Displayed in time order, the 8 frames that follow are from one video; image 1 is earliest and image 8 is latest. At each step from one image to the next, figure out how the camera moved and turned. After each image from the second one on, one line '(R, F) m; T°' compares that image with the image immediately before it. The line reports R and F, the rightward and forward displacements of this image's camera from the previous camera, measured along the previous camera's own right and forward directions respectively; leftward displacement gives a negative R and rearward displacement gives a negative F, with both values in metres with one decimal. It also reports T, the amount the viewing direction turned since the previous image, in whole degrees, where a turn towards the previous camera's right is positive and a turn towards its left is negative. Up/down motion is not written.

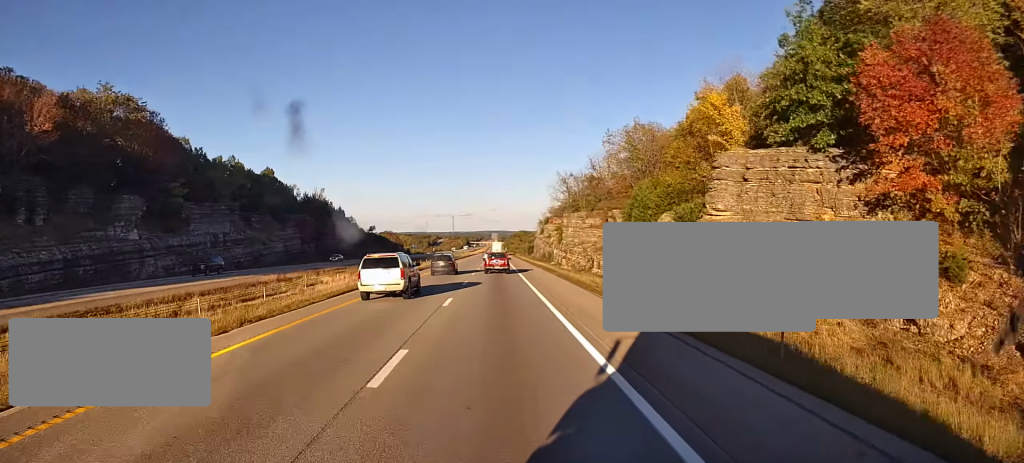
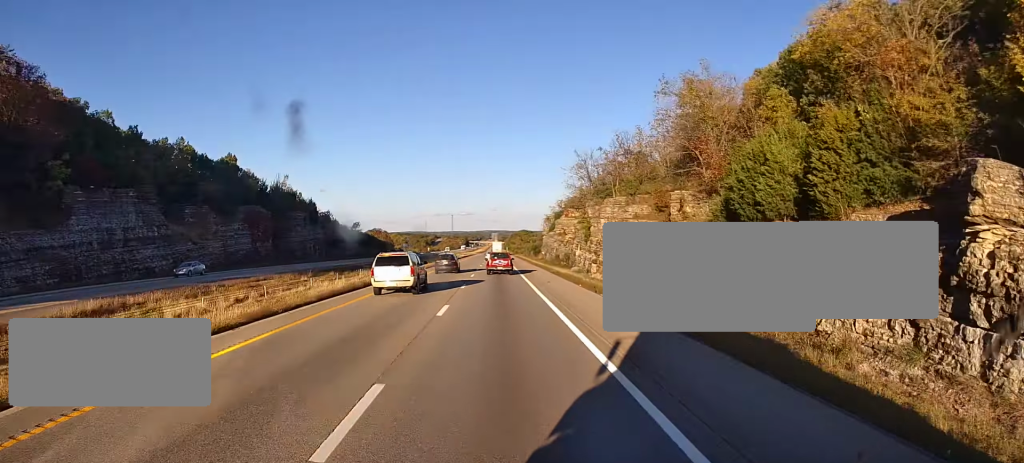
(-0.4, +27.6) m; -1°
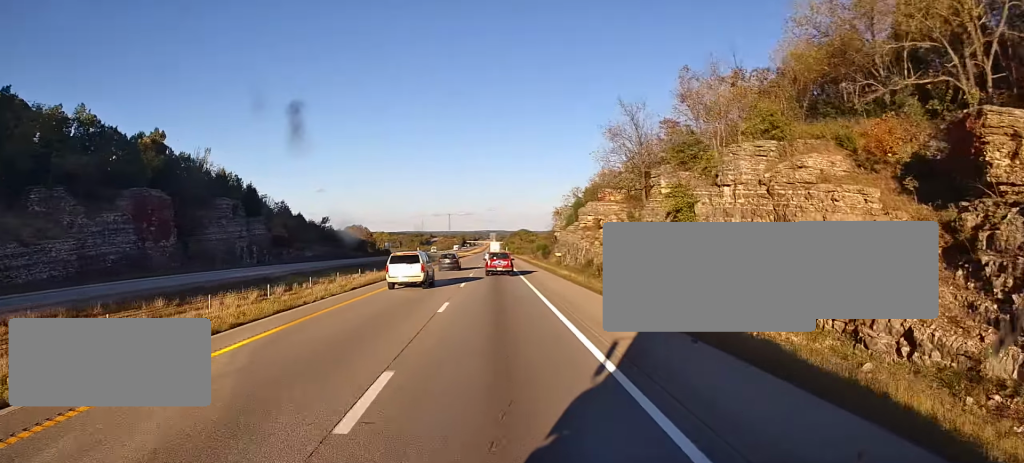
(-0.2, +35.9) m; 0°
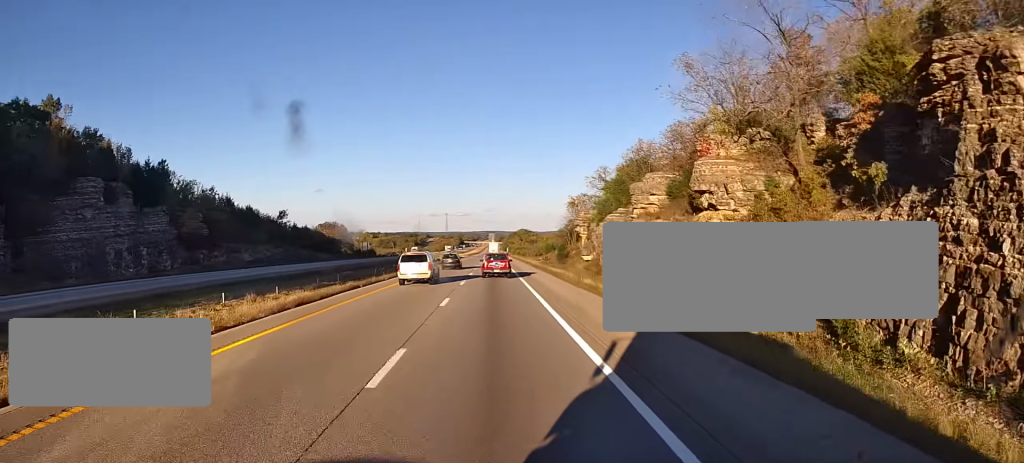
(-0.1, +34.8) m; 0°
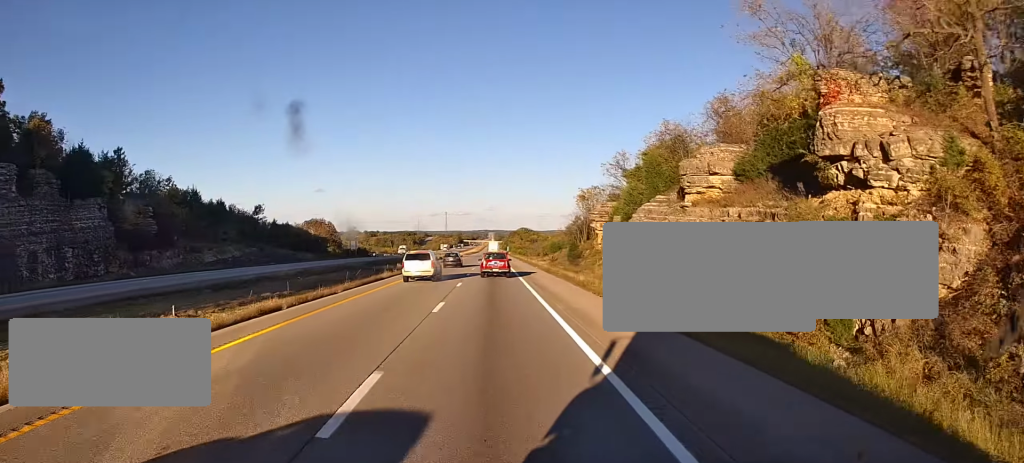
(0.0, +14.7) m; 0°
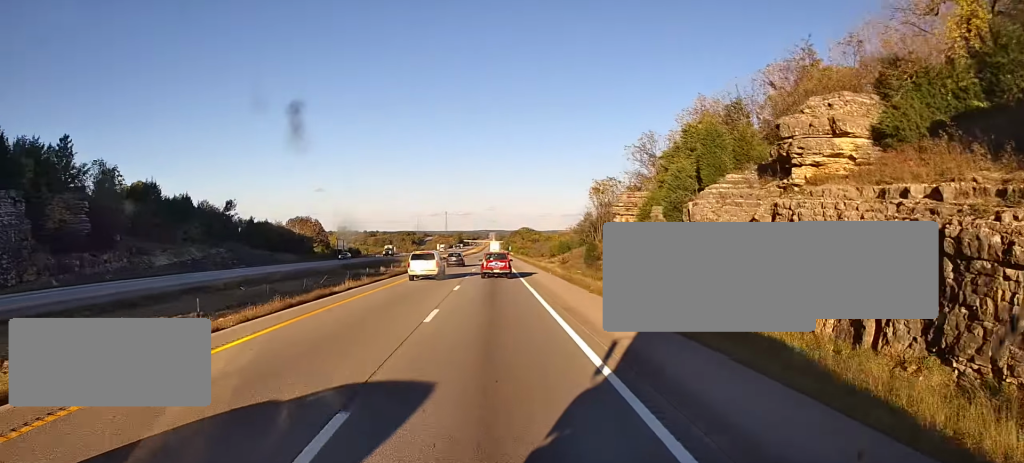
(+0.1, +14.7) m; 0°
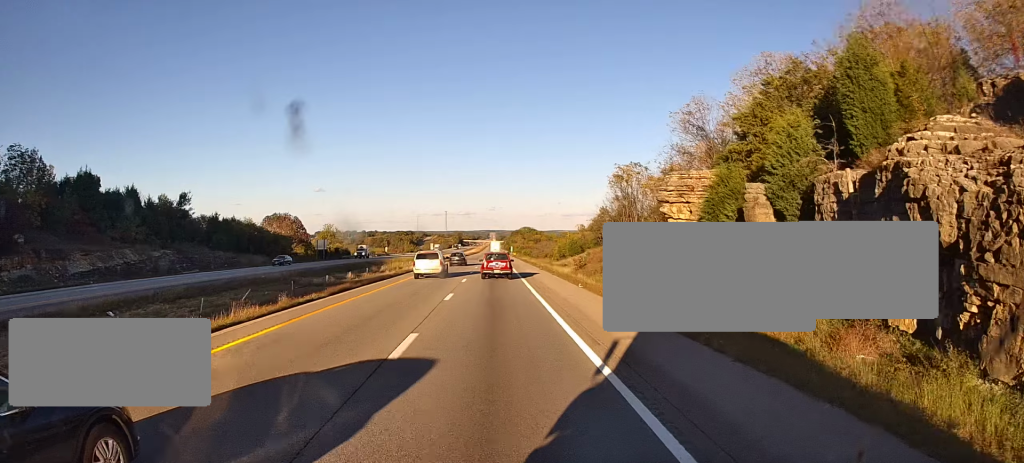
(0.0, +17.7) m; 0°
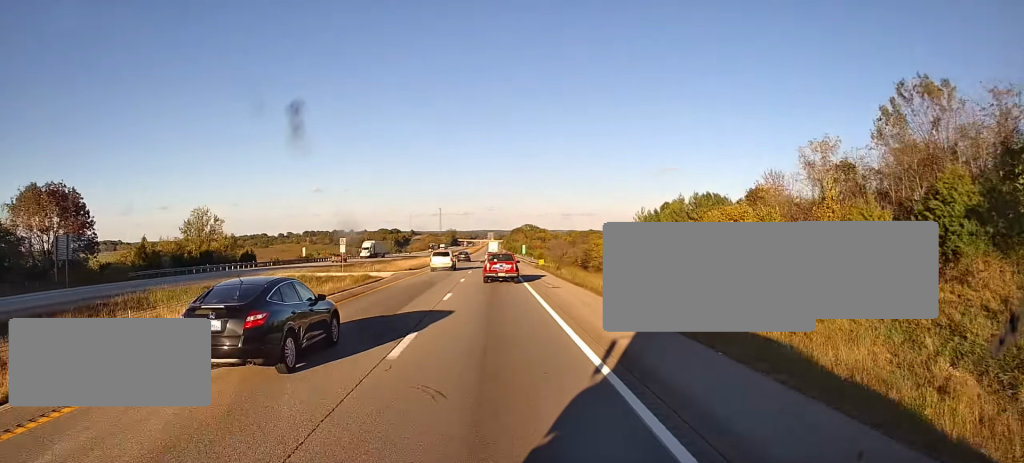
(-0.2, +84.8) m; 0°
